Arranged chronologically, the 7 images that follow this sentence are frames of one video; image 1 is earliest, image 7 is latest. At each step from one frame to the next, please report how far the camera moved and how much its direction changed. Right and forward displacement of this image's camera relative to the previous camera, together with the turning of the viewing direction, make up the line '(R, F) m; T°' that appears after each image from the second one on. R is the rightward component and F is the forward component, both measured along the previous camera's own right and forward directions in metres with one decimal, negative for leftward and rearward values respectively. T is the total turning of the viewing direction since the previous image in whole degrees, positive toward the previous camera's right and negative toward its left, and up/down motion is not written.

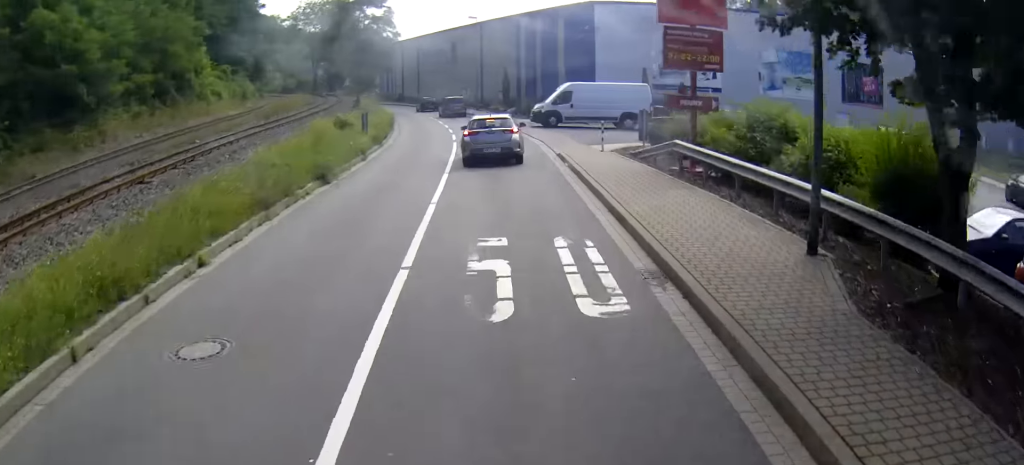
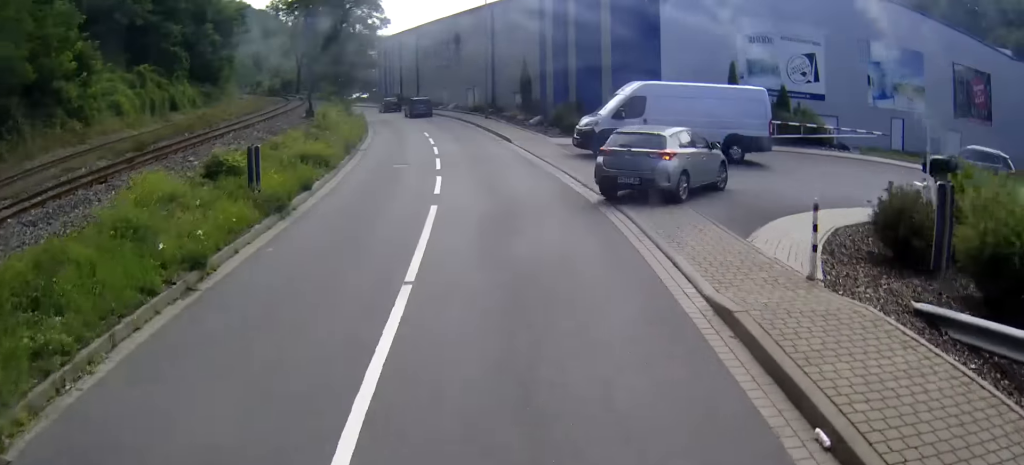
(-0.1, +16.0) m; -1°
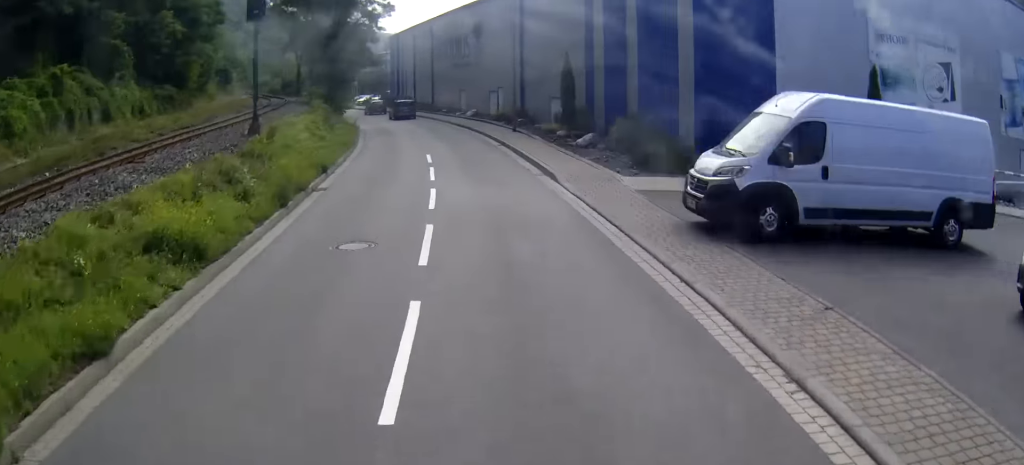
(0.0, +11.2) m; -1°
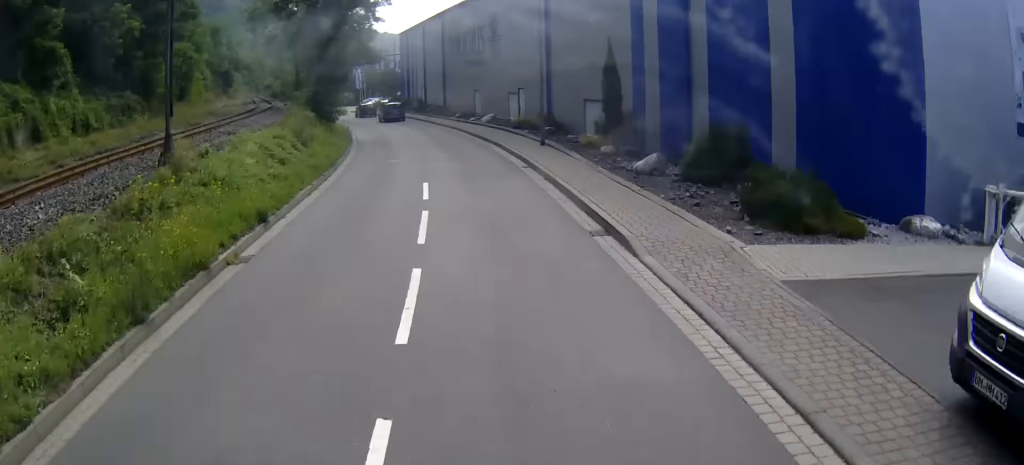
(-0.1, +7.6) m; -1°
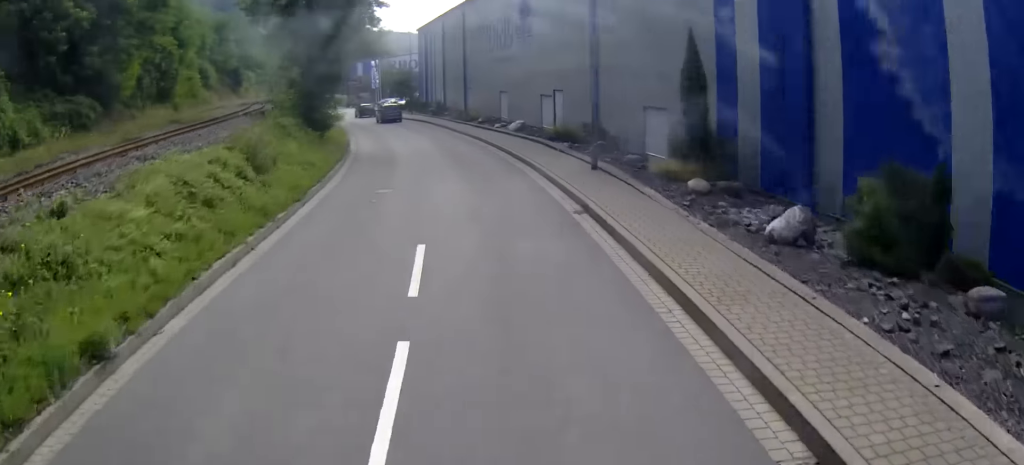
(0.0, +7.4) m; -1°
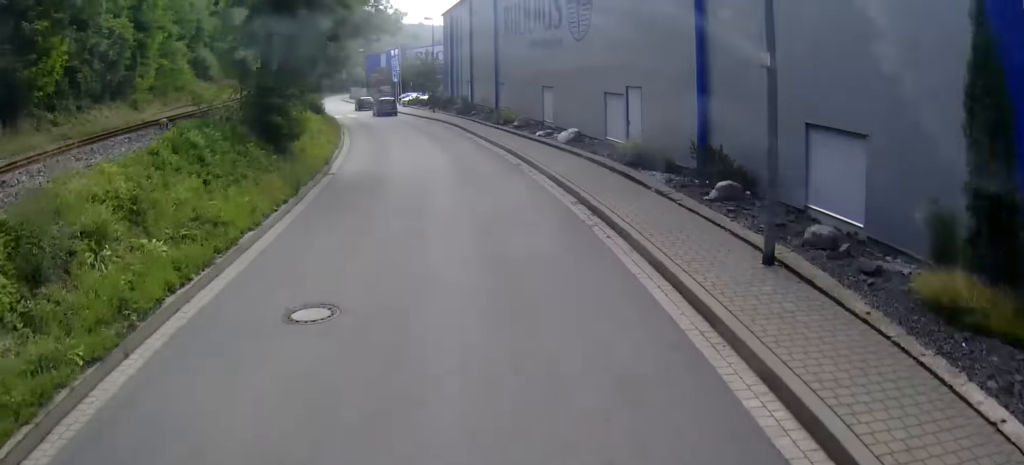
(-0.2, +10.7) m; -1°
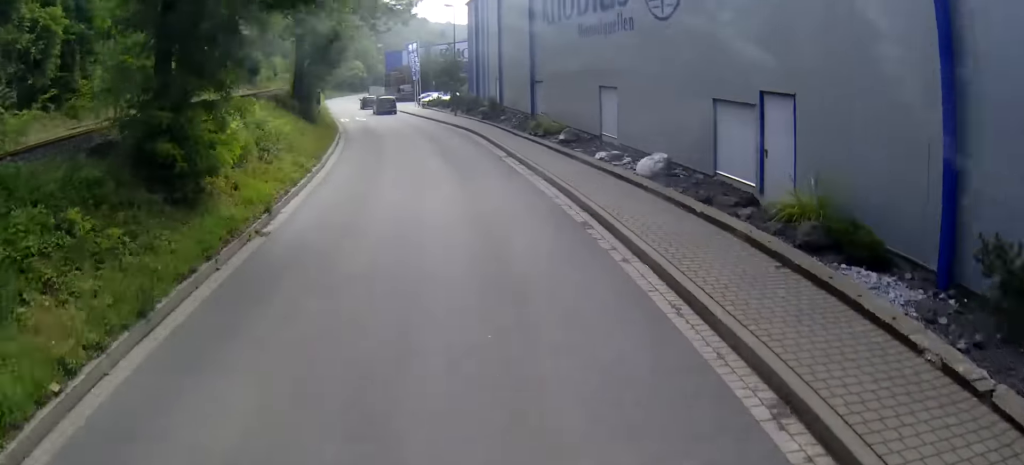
(0.0, +9.3) m; -2°
